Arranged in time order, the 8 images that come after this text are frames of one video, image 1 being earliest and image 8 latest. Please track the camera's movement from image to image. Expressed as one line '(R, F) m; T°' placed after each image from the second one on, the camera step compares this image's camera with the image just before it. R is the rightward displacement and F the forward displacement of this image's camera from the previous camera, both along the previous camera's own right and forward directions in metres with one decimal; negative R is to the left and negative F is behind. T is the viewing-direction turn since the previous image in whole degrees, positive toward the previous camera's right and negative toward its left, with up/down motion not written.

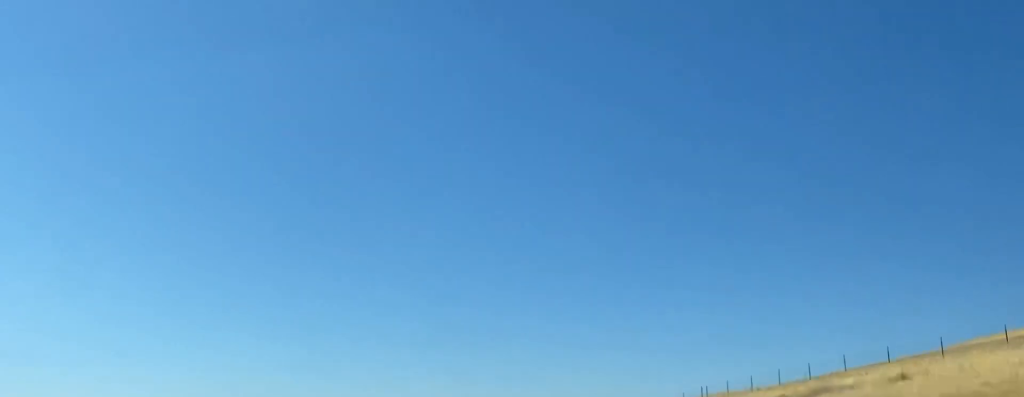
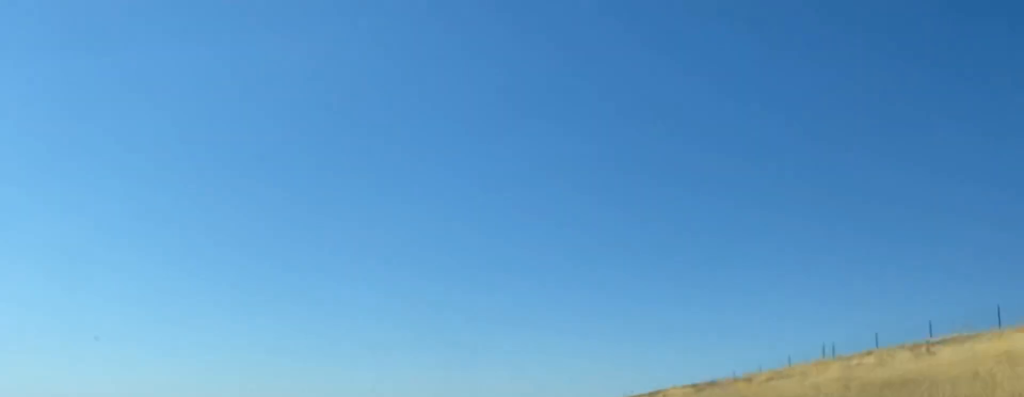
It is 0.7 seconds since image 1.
(-5.5, +19.2) m; -17°
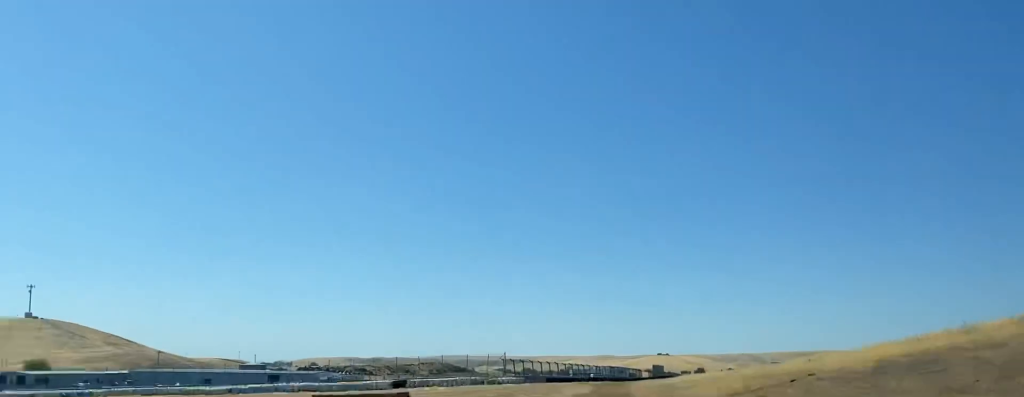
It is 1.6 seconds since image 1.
(-4.1, +24.2) m; -20°
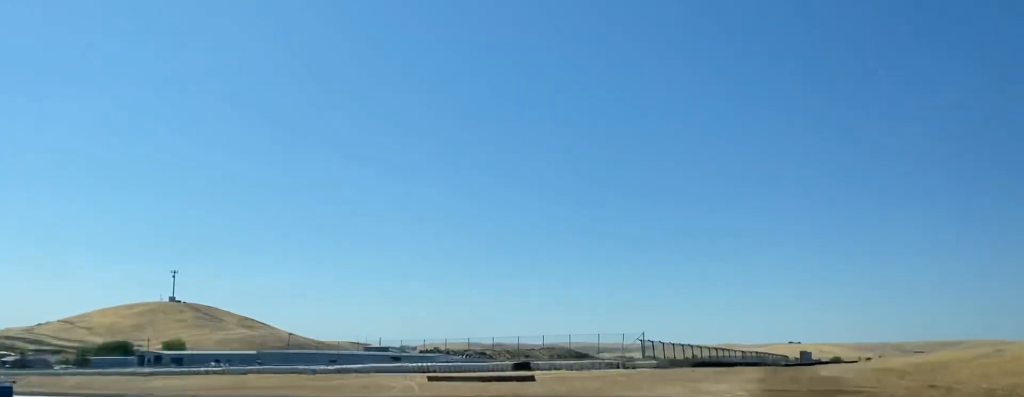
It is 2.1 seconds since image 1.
(+1.3, +11.7) m; -9°
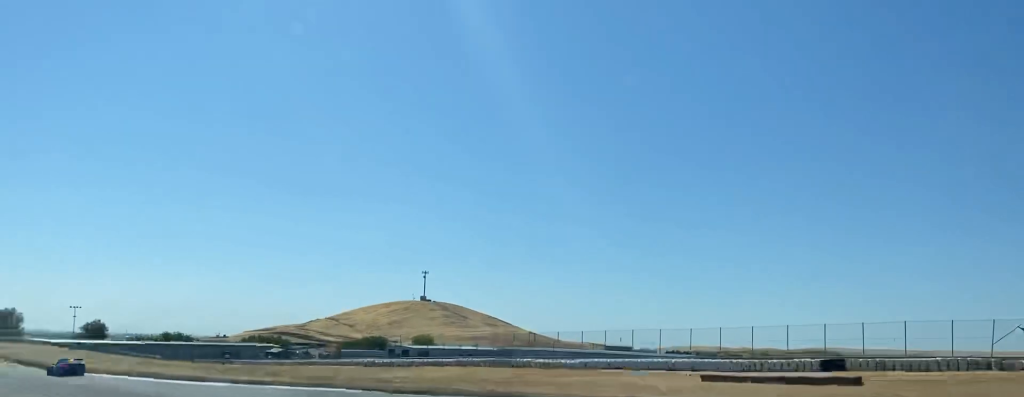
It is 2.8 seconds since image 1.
(-5.1, +21.4) m; -11°
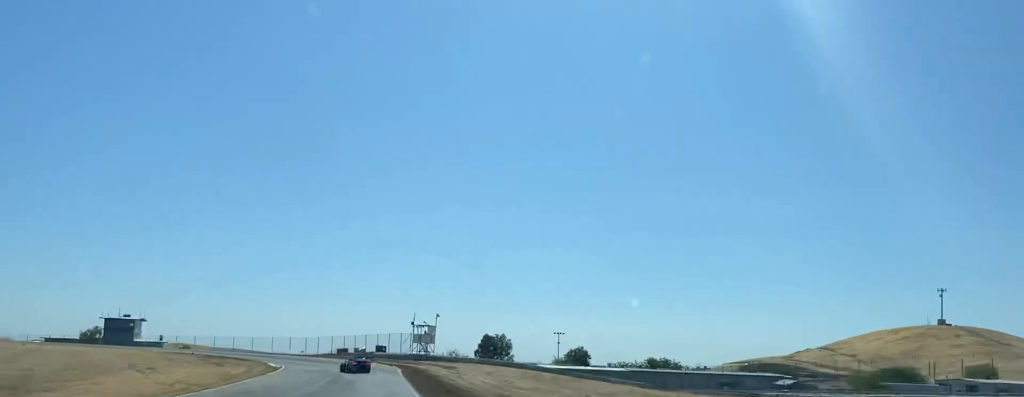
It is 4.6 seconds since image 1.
(-7.0, +58.9) m; -9°
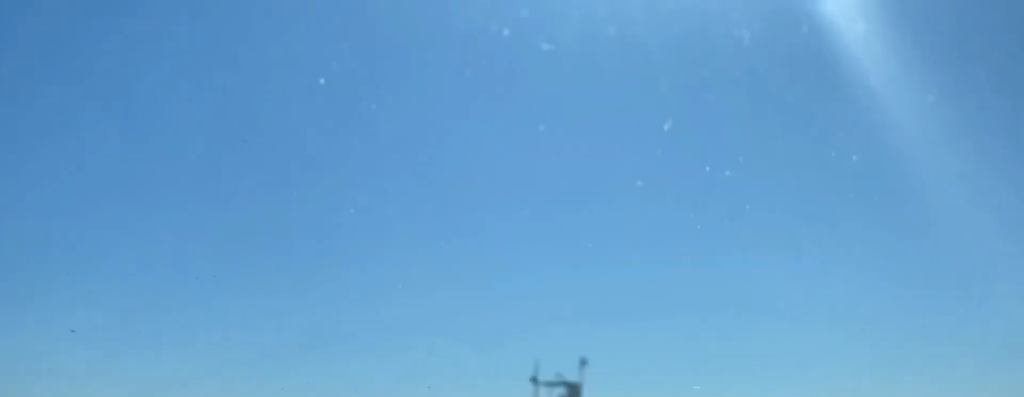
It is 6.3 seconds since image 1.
(-4.0, +45.7) m; -29°
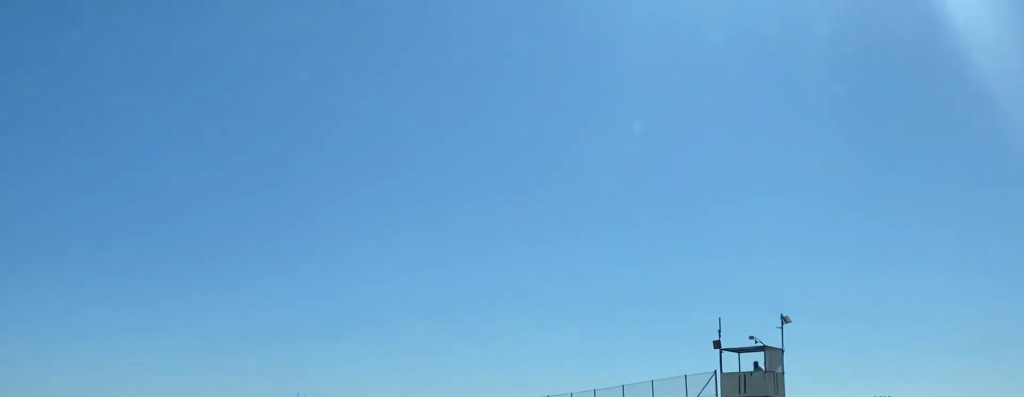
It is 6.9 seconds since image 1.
(-3.6, +14.4) m; -28°
